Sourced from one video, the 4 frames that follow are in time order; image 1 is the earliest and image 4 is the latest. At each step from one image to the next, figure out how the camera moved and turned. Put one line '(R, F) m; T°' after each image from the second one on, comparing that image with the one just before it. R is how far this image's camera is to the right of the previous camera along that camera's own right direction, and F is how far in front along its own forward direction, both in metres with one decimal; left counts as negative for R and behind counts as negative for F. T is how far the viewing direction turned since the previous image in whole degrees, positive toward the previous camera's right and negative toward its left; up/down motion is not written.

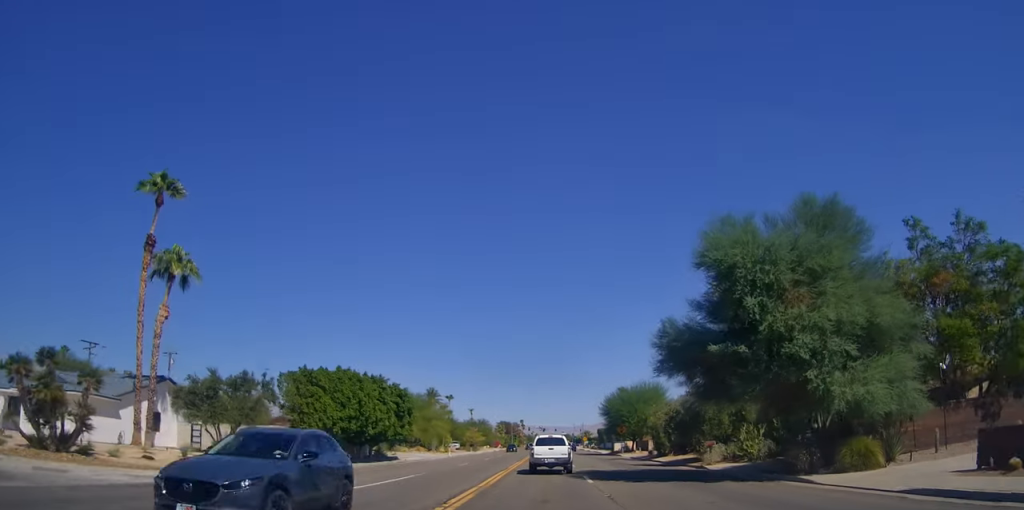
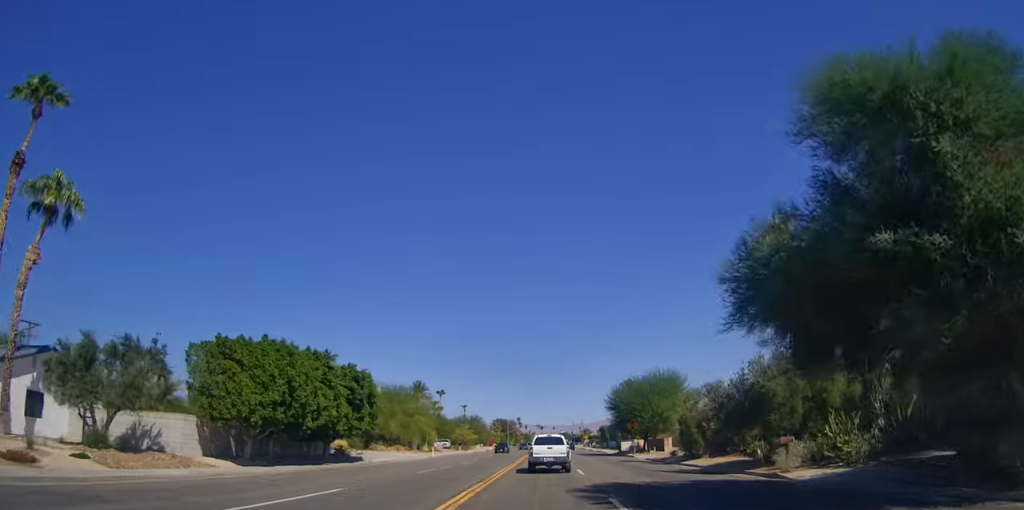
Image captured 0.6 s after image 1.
(+0.3, +10.1) m; +1°
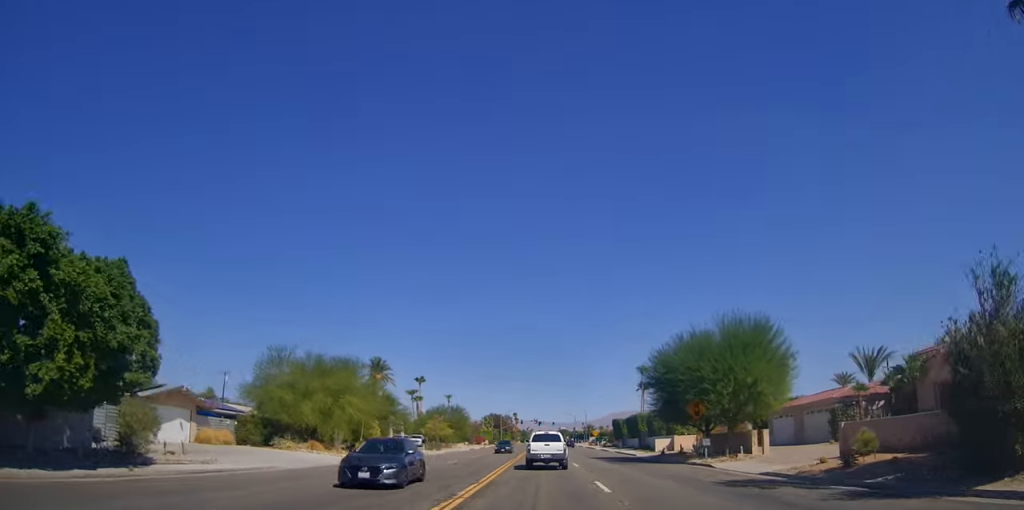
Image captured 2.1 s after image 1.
(0.0, +24.7) m; 0°
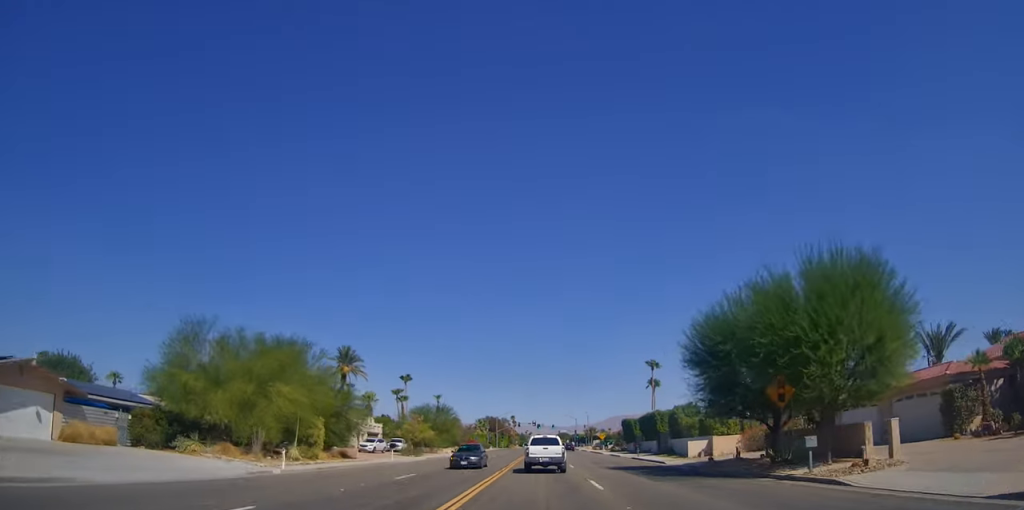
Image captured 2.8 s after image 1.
(0.0, +12.3) m; 0°
